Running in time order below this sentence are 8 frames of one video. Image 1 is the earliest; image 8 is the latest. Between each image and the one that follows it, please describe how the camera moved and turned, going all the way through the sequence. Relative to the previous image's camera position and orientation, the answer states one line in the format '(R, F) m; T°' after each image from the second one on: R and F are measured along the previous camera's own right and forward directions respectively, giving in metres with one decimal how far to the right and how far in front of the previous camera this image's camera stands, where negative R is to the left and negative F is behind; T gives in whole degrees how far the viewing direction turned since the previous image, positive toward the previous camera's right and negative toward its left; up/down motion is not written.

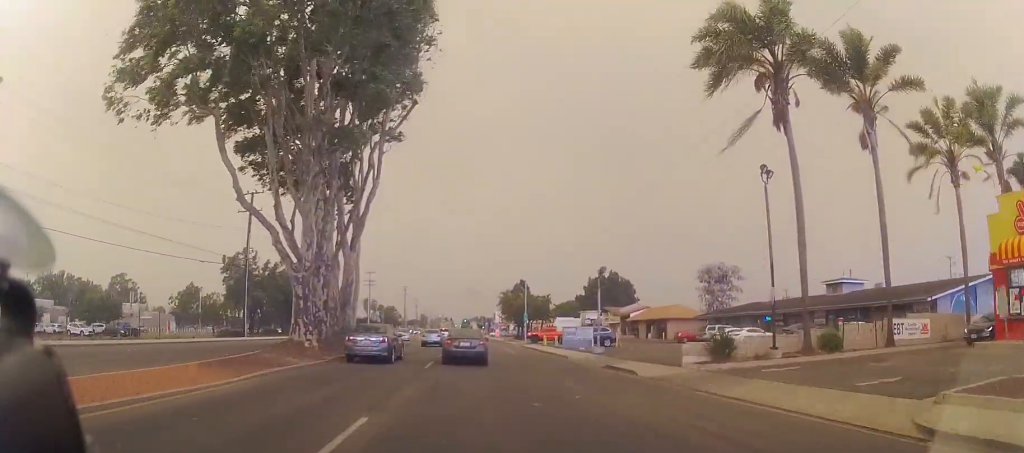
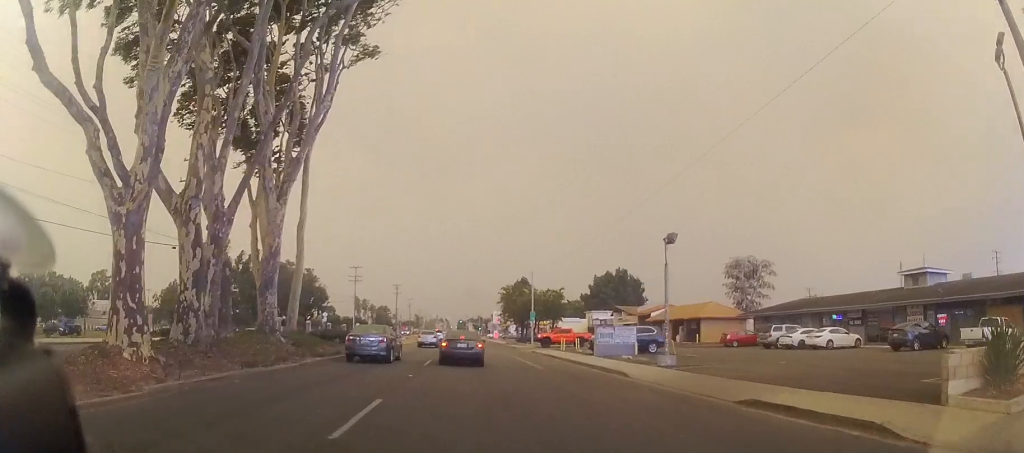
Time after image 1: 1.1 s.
(0.0, +12.7) m; +1°
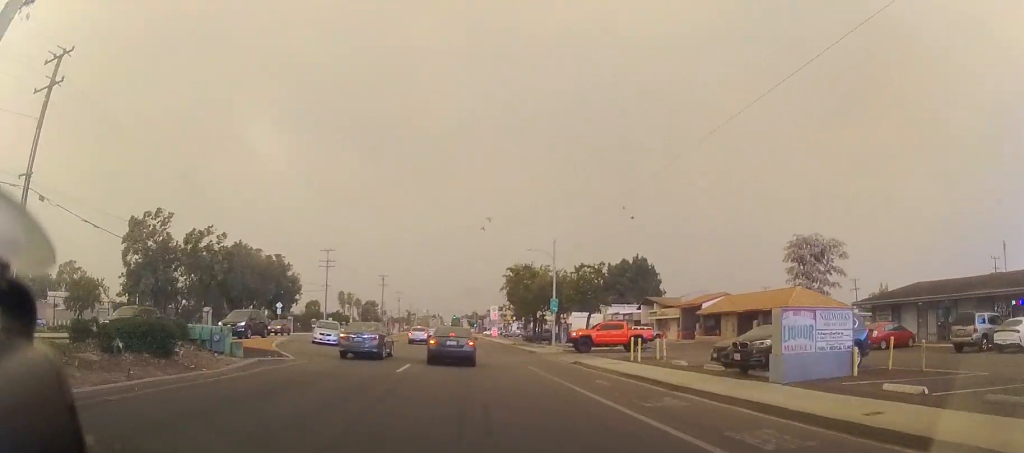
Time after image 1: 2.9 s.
(+0.6, +19.8) m; +2°
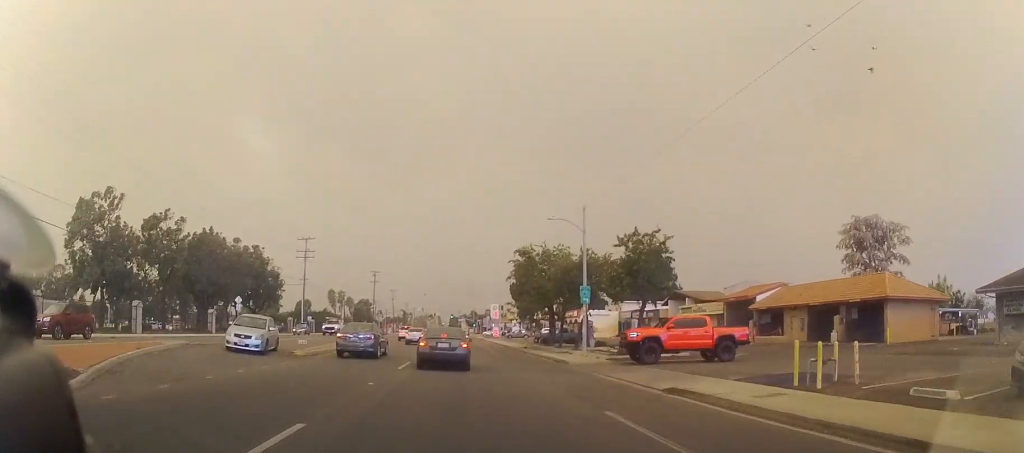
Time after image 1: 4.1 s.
(-0.2, +12.6) m; +1°
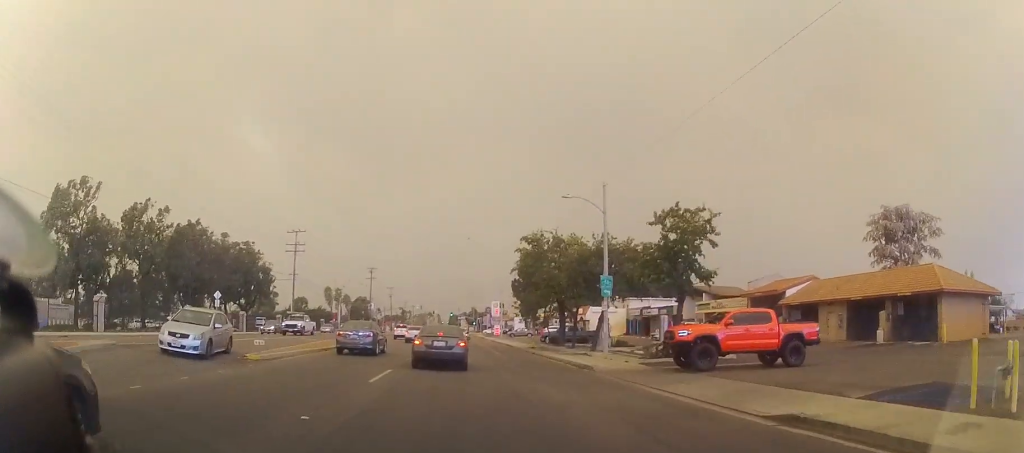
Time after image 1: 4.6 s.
(+0.1, +5.3) m; +2°
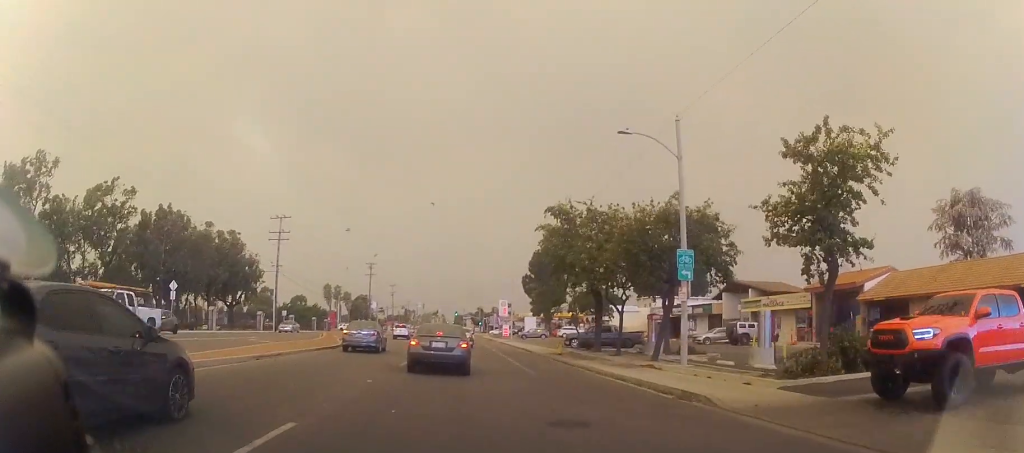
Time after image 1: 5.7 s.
(+0.2, +9.4) m; -2°
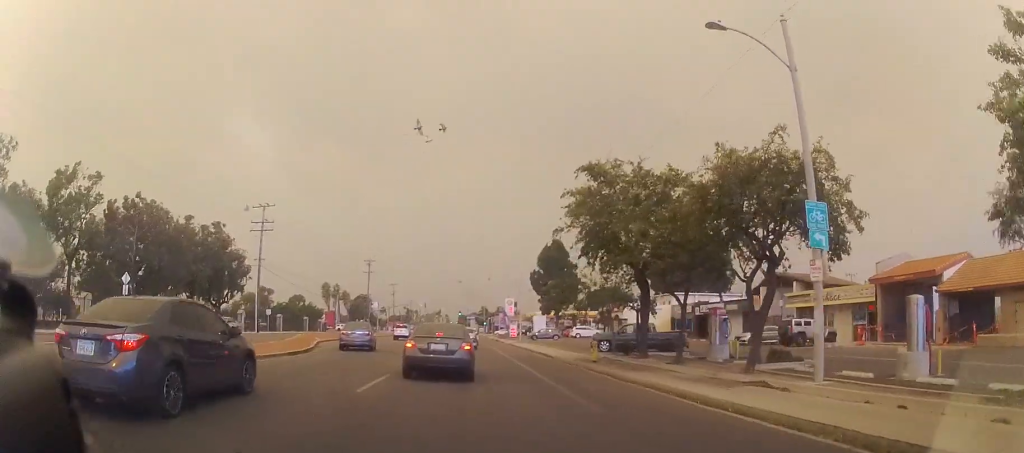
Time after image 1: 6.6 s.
(-0.4, +7.3) m; -3°
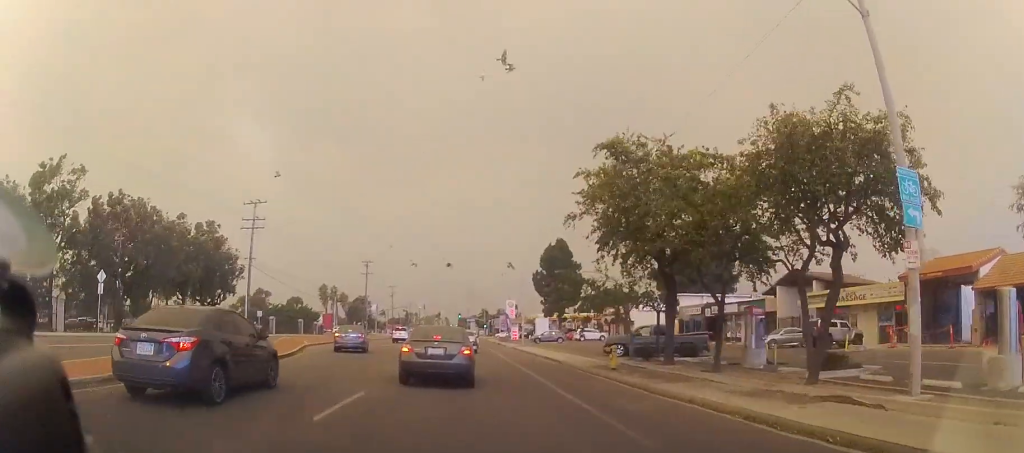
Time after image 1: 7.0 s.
(0.0, +3.0) m; 0°
